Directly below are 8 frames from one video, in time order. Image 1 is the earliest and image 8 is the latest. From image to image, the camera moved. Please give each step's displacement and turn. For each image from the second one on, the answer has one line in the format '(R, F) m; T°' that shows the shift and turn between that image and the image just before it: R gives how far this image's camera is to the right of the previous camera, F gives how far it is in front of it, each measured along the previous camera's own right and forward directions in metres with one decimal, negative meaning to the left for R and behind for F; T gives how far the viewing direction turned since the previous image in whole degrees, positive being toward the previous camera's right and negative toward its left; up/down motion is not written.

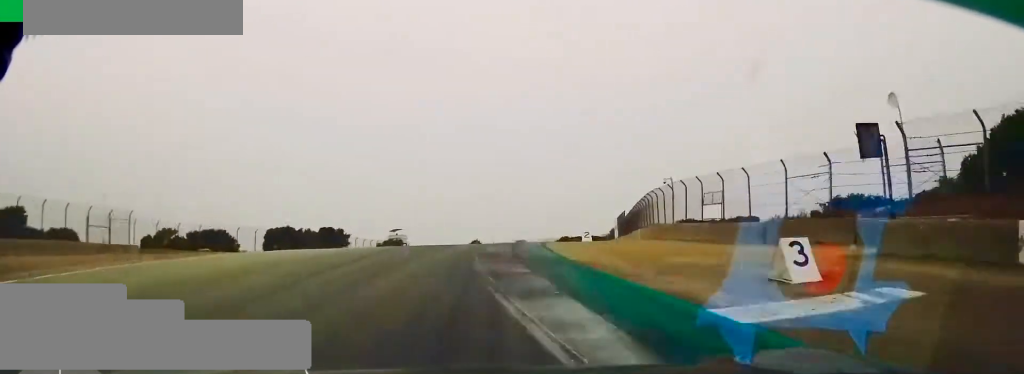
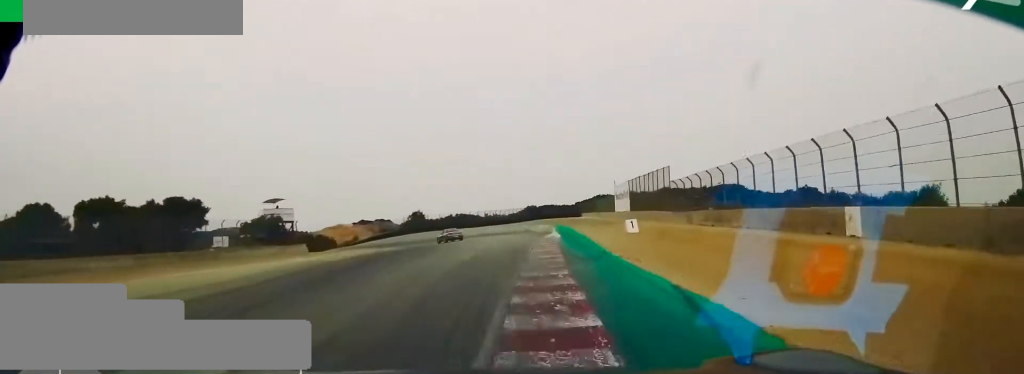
(+2.3, +34.5) m; +4°
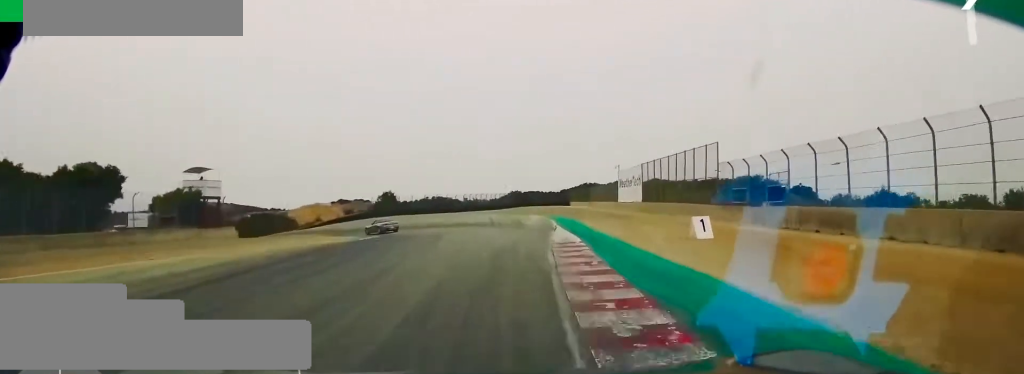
(-0.1, +10.2) m; 0°
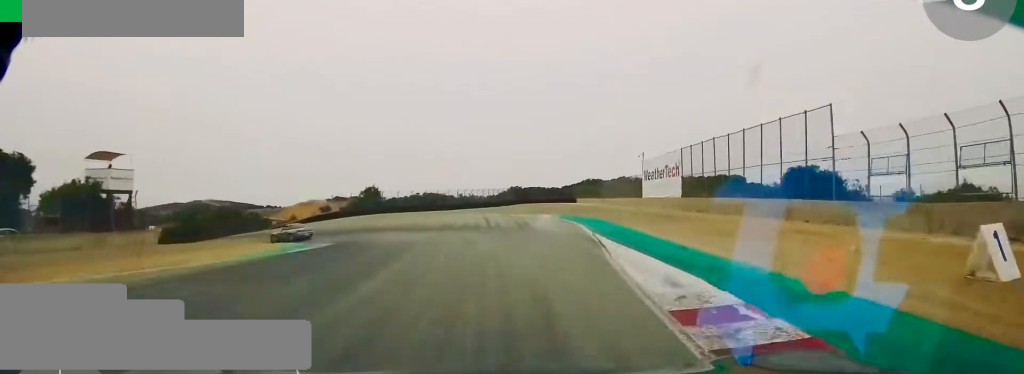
(-0.1, +11.0) m; 0°
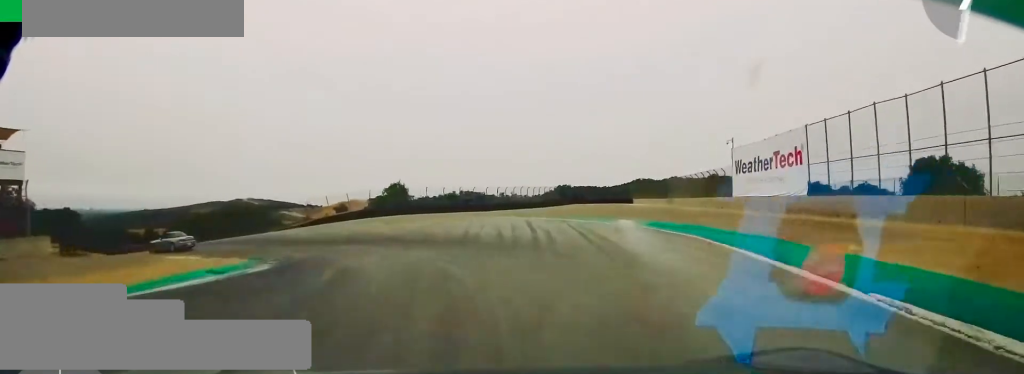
(-0.1, +11.9) m; -8°
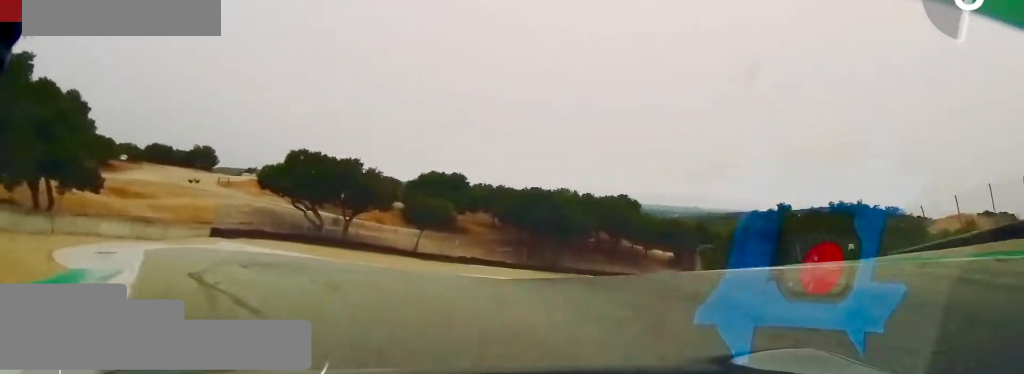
(-13.8, +30.9) m; -49°
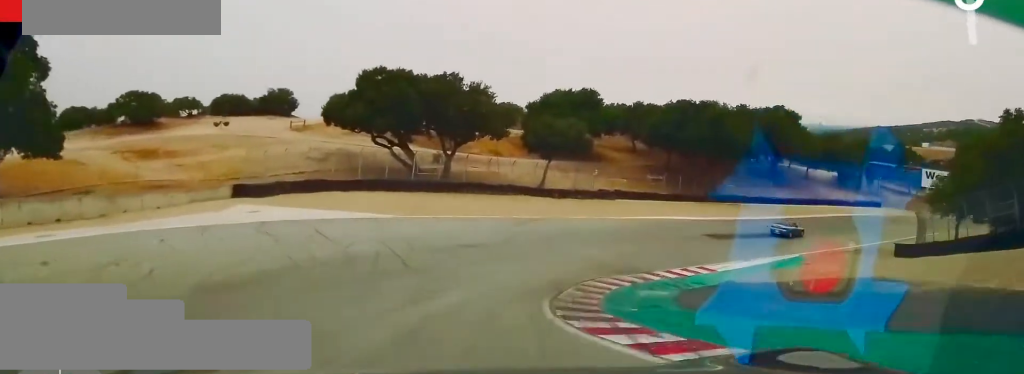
(-2.7, +18.2) m; -1°
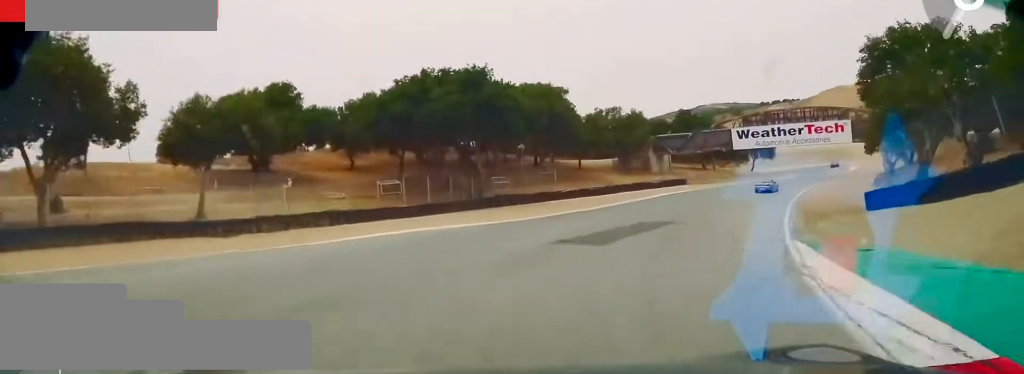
(+4.6, +24.0) m; +21°
